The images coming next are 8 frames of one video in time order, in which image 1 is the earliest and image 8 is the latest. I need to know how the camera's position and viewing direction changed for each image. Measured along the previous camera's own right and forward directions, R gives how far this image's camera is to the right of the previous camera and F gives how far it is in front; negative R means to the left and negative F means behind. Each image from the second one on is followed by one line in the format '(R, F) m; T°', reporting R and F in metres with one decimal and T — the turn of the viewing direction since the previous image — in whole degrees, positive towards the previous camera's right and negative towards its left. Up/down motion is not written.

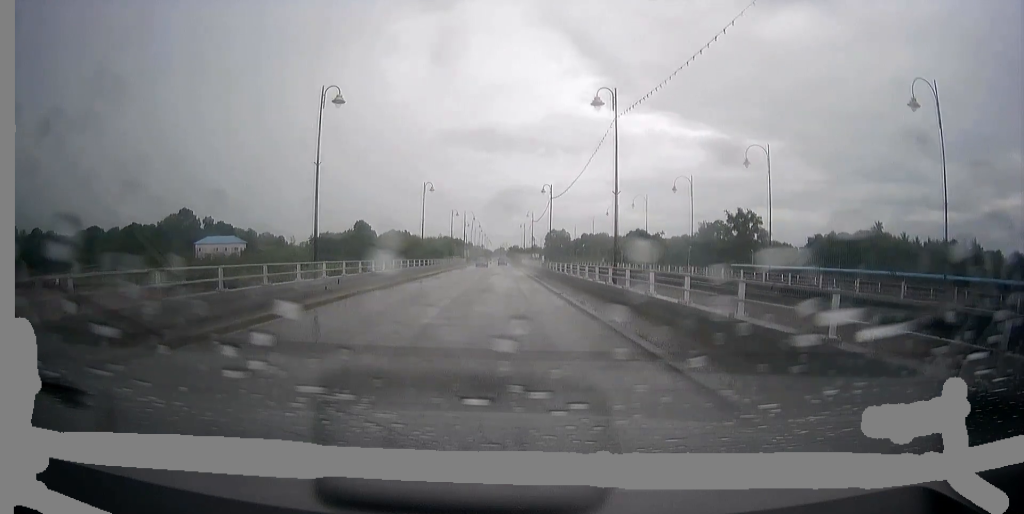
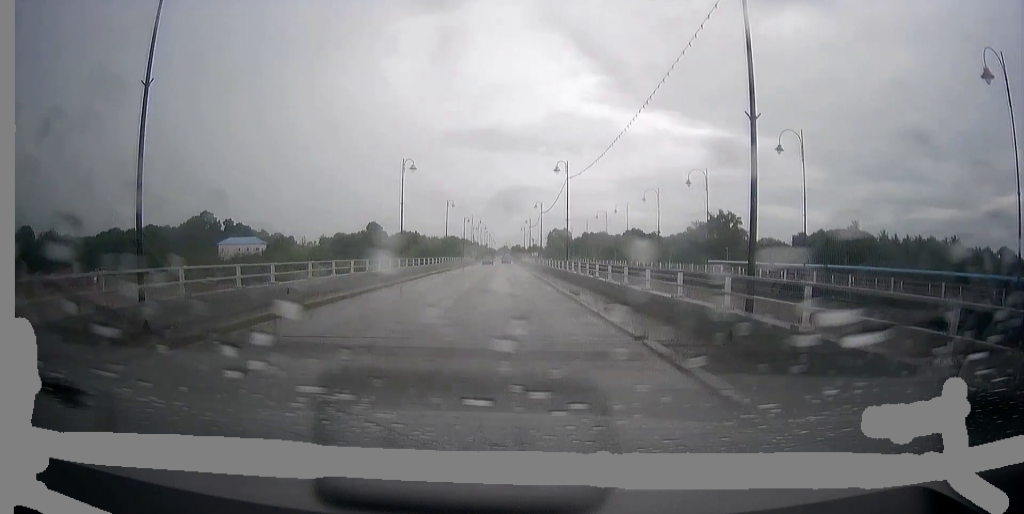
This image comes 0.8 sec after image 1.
(0.0, +18.7) m; 0°
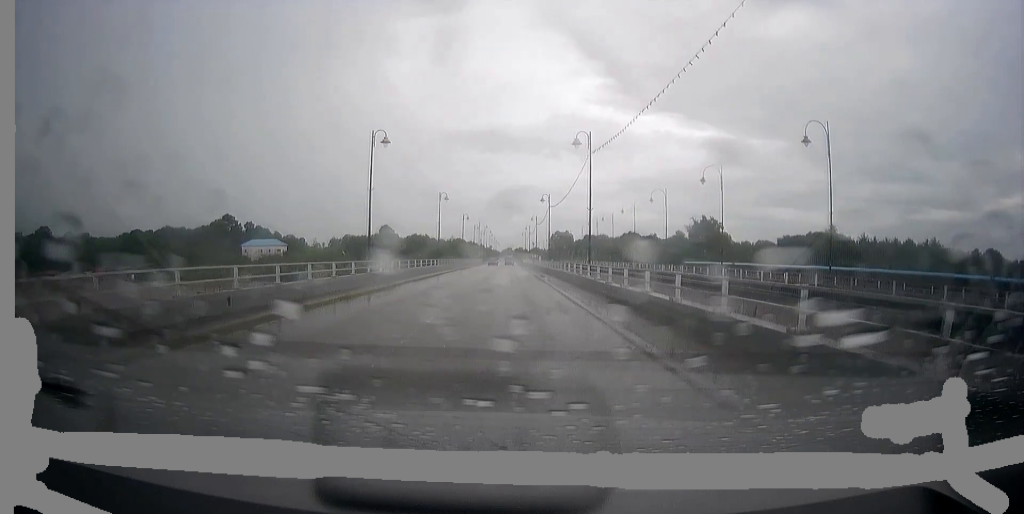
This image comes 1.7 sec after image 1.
(+0.1, +20.5) m; 0°
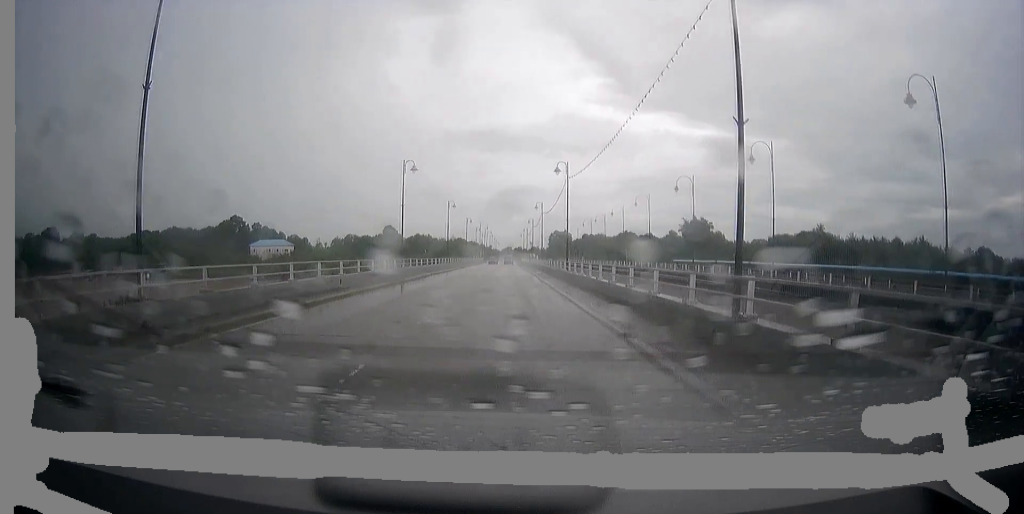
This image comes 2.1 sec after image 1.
(0.0, +10.4) m; 0°
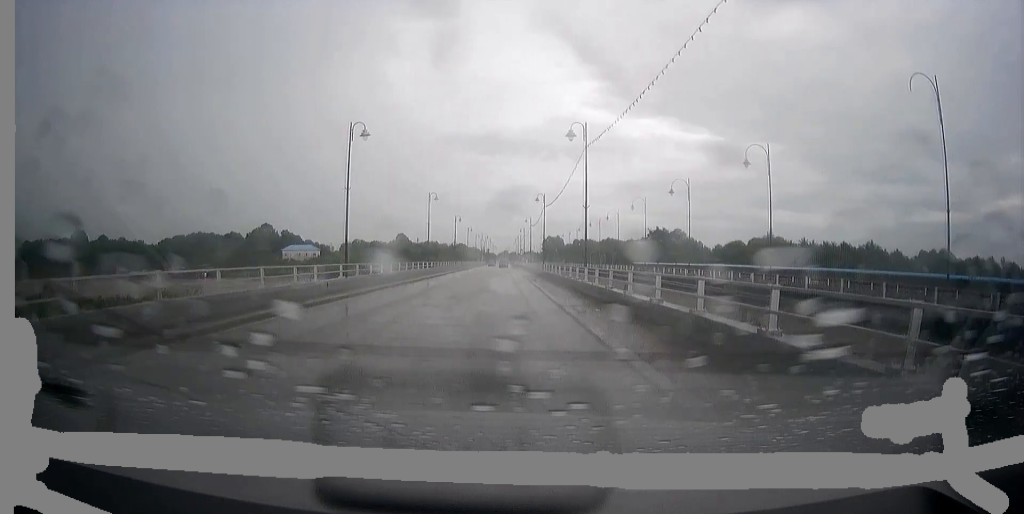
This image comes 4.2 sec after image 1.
(0.0, +50.2) m; 0°
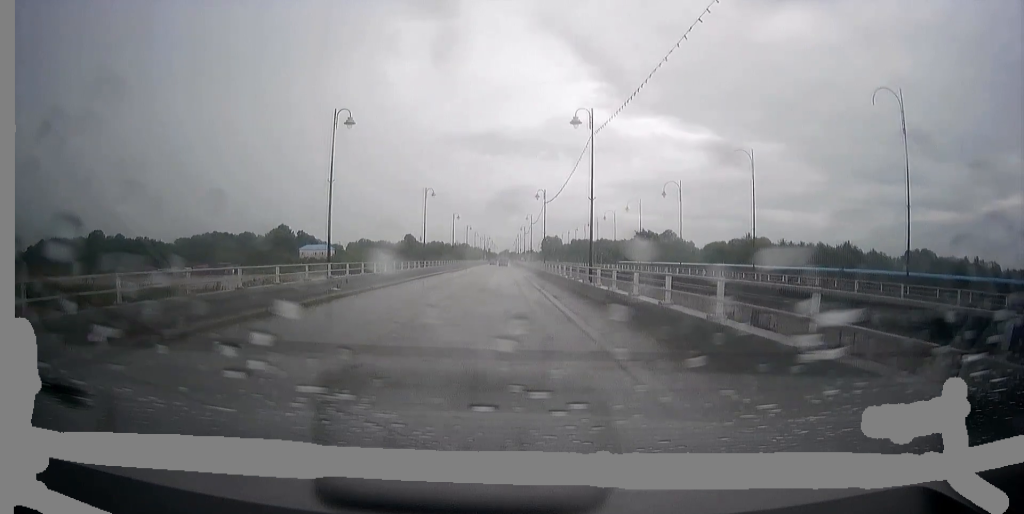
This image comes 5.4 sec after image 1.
(0.0, +29.9) m; 0°
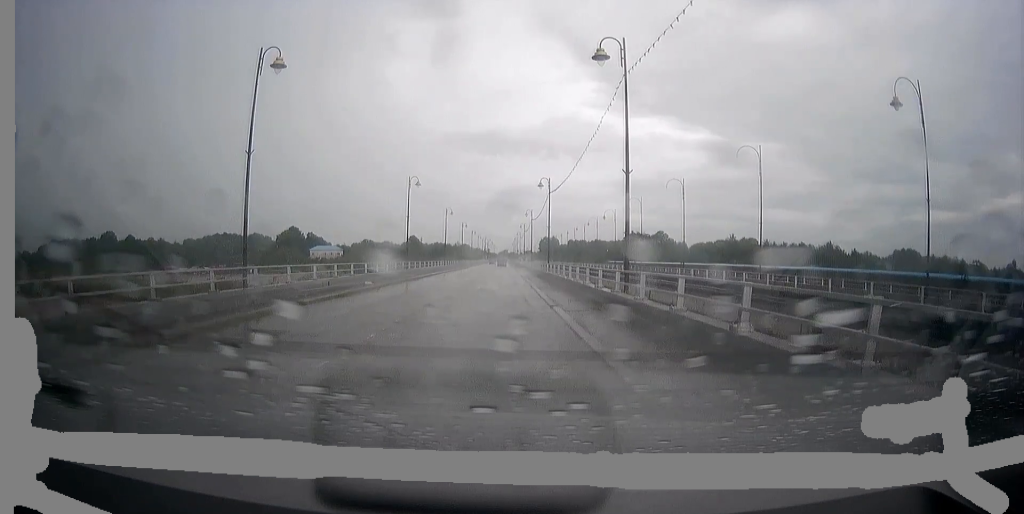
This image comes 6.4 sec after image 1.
(-0.1, +23.0) m; 0°
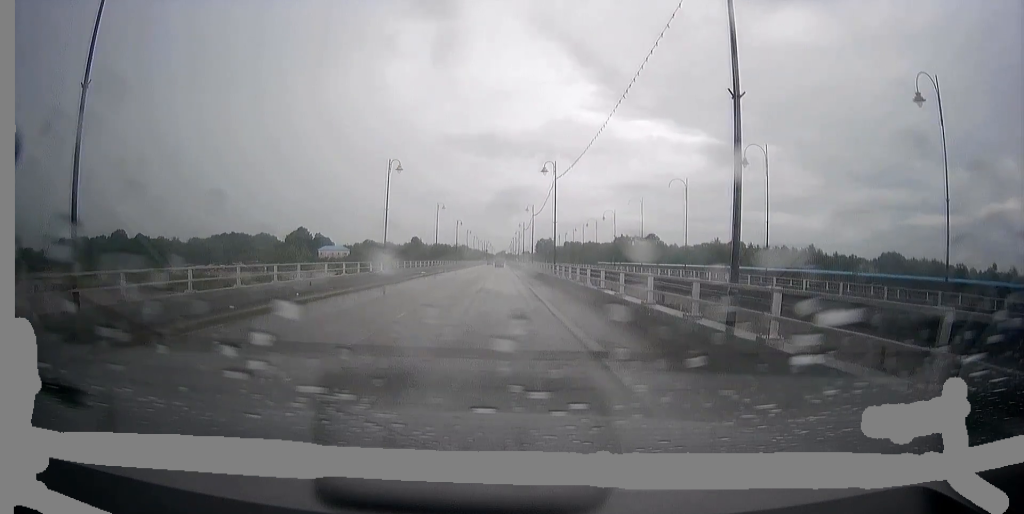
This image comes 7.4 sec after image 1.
(-0.1, +23.3) m; 0°
